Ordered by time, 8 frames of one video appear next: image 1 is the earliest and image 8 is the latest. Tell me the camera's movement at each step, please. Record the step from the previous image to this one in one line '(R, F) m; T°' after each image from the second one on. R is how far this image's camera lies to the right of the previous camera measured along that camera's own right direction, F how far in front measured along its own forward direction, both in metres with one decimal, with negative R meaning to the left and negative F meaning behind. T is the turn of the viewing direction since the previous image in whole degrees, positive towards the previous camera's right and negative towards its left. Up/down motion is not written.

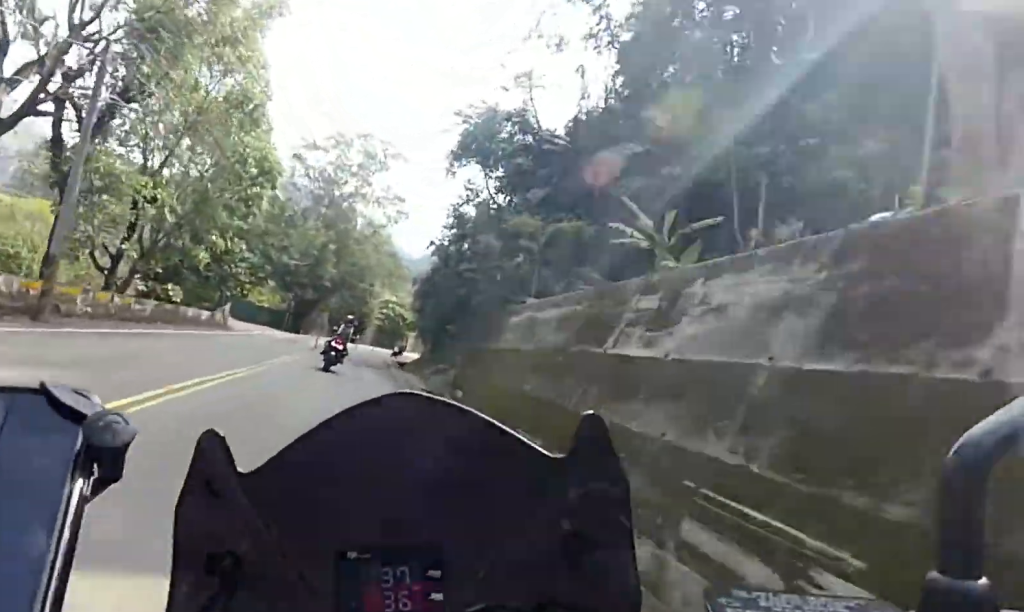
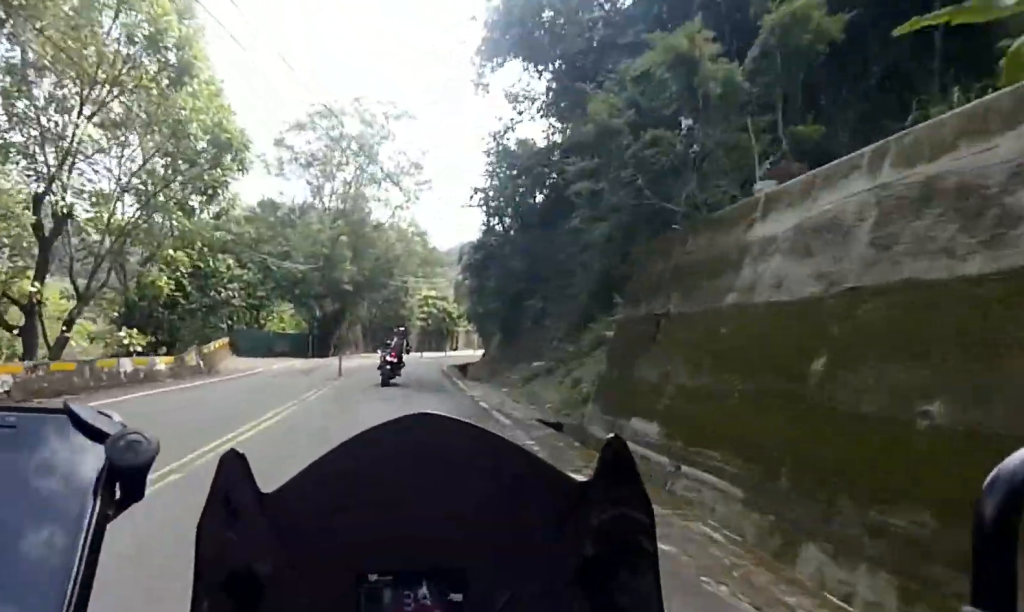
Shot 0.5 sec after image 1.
(-0.3, +9.0) m; -1°
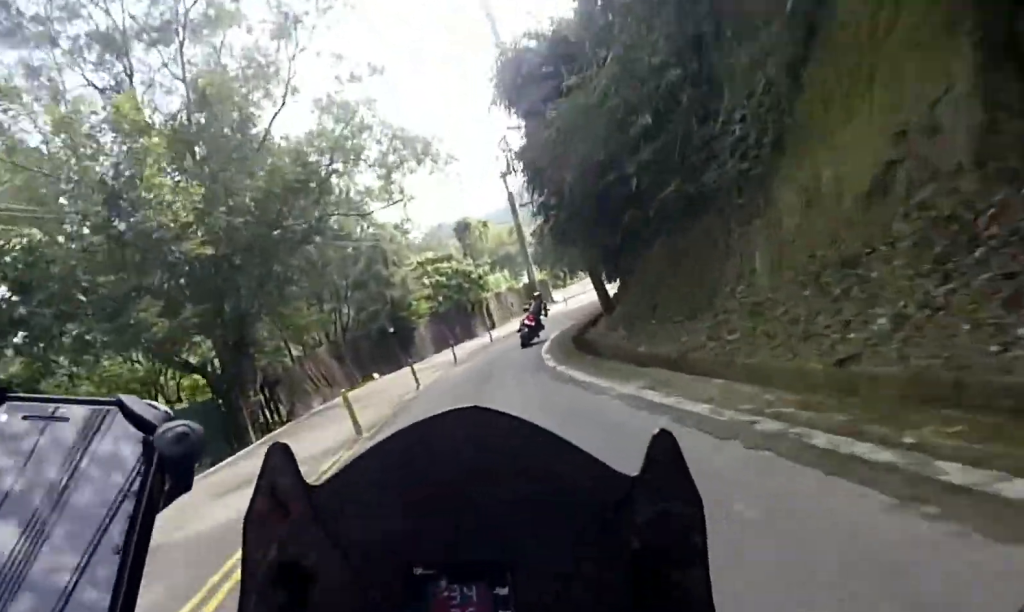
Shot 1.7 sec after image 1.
(+1.2, +22.5) m; +9°
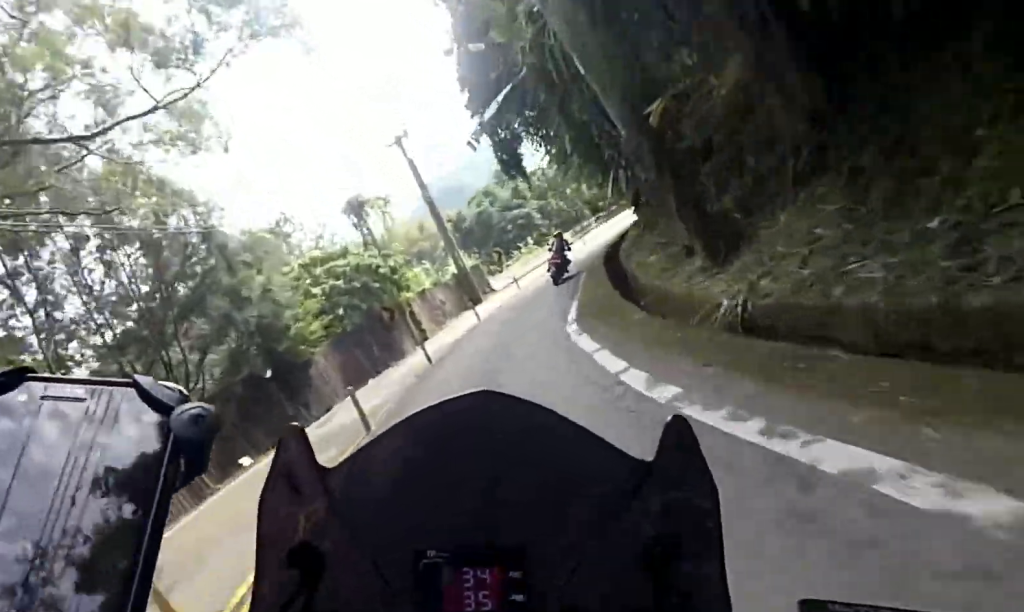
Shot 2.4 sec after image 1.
(+0.6, +12.5) m; +8°
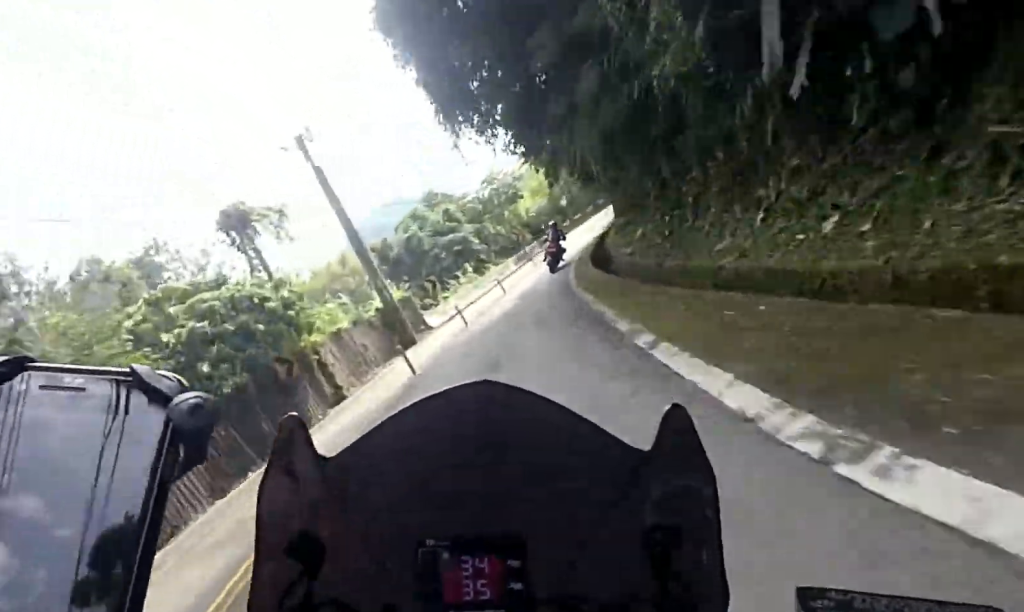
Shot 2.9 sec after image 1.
(+0.2, +8.2) m; +8°
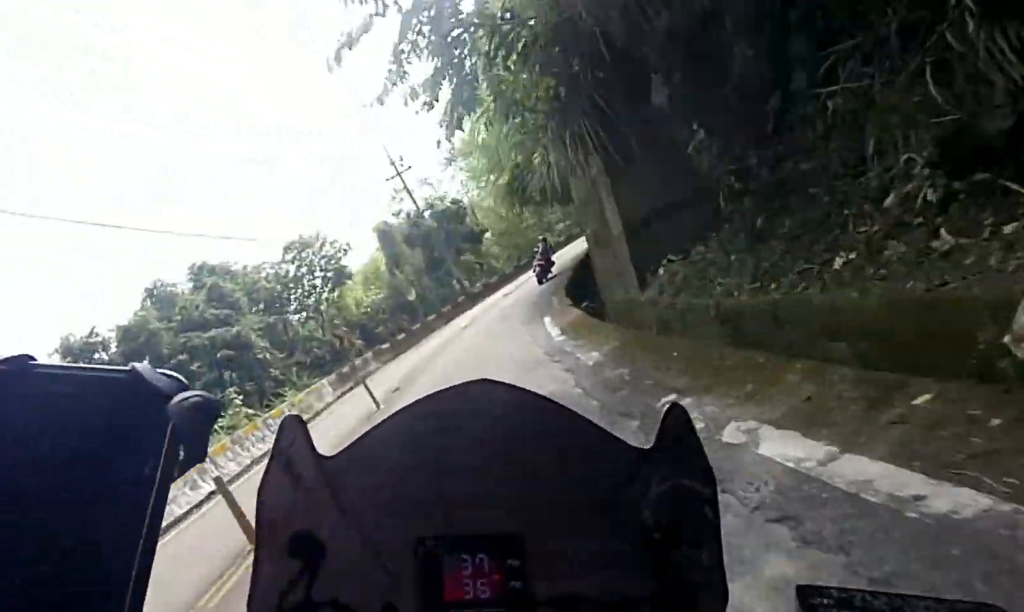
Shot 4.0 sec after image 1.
(+4.0, +19.0) m; +19°
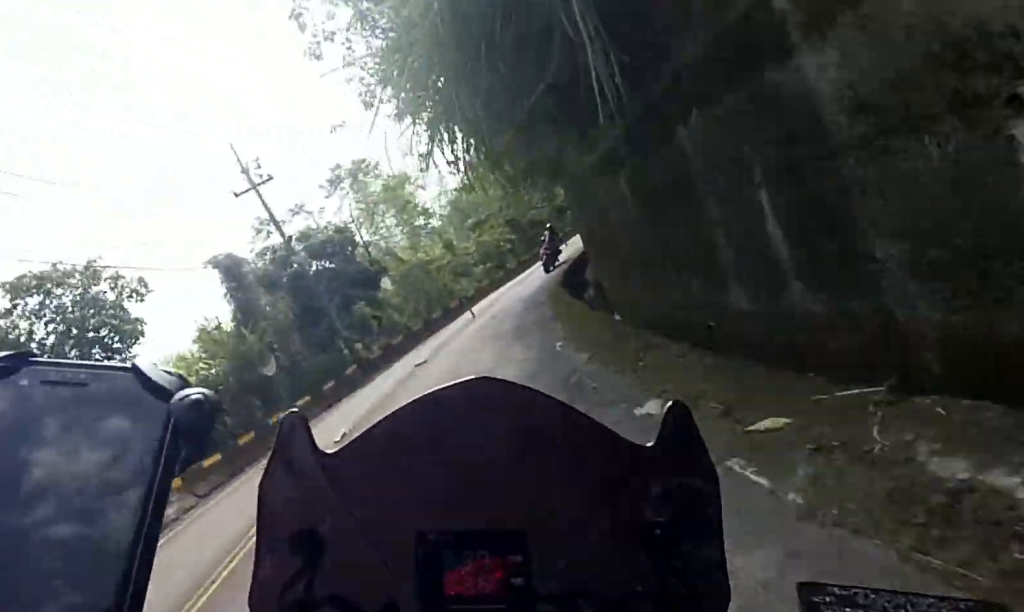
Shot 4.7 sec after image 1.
(+1.0, +11.7) m; +5°
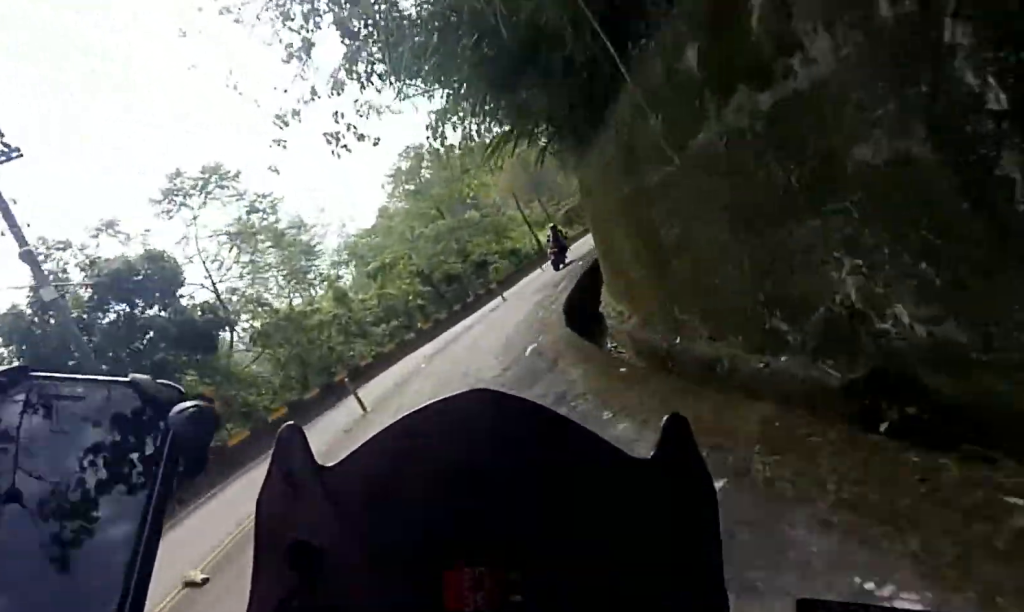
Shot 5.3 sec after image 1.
(+0.2, +10.4) m; +2°
